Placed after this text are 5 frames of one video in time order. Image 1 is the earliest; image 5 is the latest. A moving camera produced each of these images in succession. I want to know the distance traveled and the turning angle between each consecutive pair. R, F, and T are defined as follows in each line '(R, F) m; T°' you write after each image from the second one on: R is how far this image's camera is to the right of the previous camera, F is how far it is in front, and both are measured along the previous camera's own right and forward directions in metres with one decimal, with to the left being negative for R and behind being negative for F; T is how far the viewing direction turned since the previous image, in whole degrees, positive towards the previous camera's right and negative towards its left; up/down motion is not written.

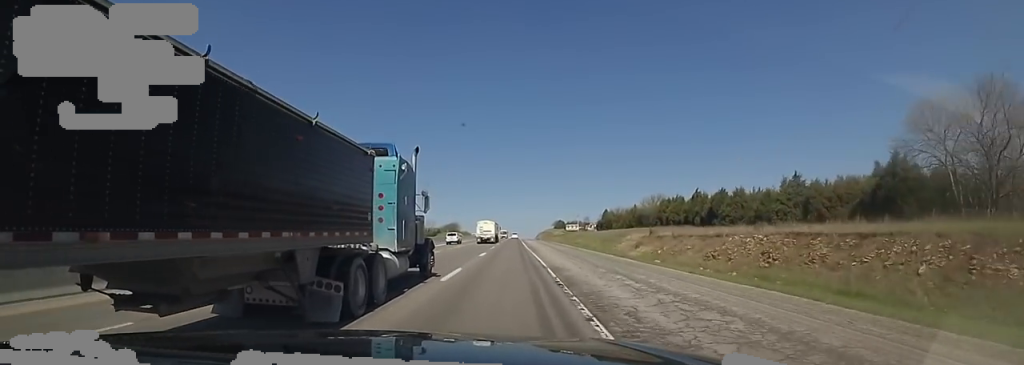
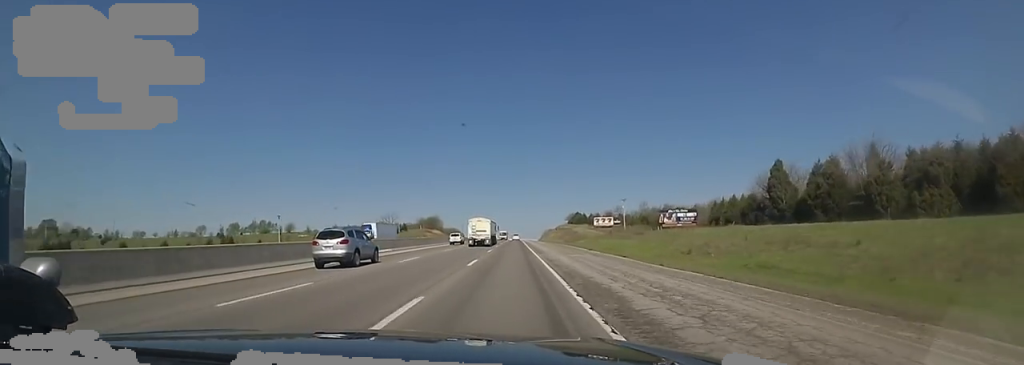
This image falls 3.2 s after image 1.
(-0.8, +115.0) m; 0°
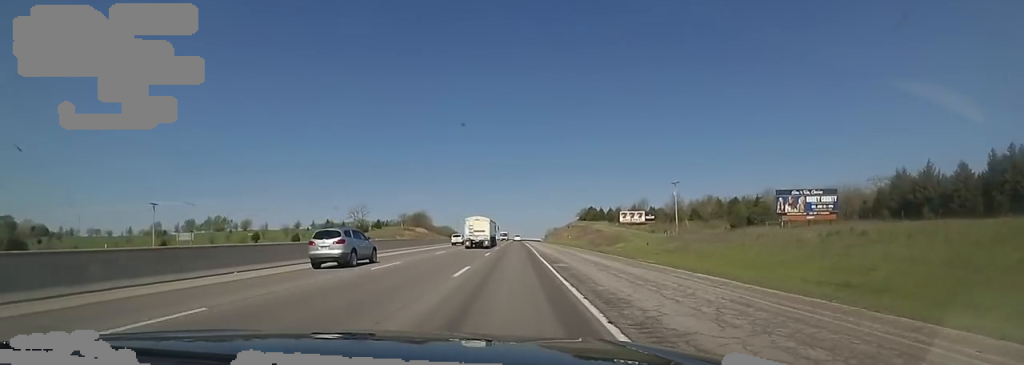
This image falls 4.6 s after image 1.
(0.0, +50.4) m; 0°
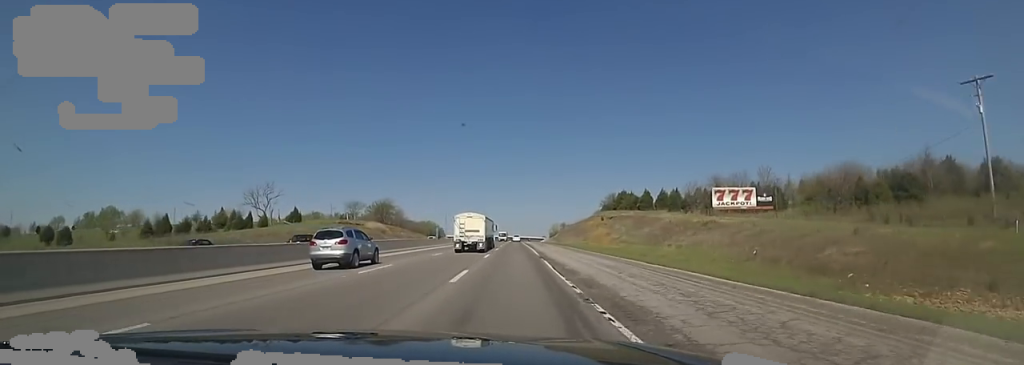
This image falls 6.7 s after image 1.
(-0.5, +77.5) m; -1°
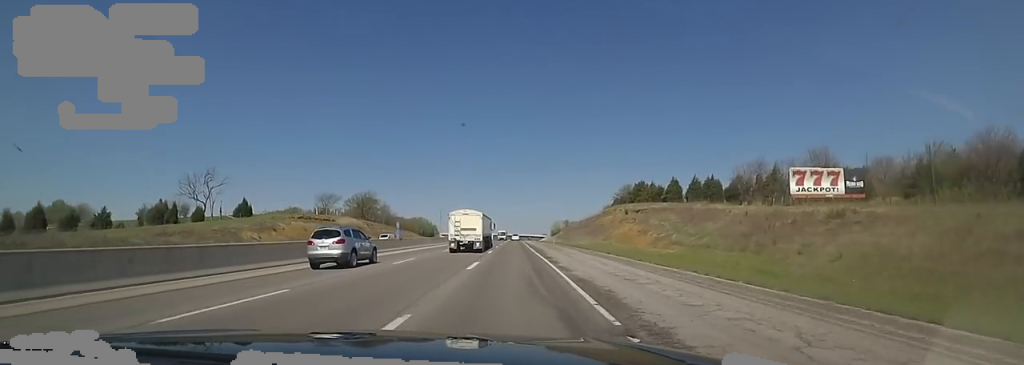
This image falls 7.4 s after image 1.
(0.0, +25.7) m; +1°
